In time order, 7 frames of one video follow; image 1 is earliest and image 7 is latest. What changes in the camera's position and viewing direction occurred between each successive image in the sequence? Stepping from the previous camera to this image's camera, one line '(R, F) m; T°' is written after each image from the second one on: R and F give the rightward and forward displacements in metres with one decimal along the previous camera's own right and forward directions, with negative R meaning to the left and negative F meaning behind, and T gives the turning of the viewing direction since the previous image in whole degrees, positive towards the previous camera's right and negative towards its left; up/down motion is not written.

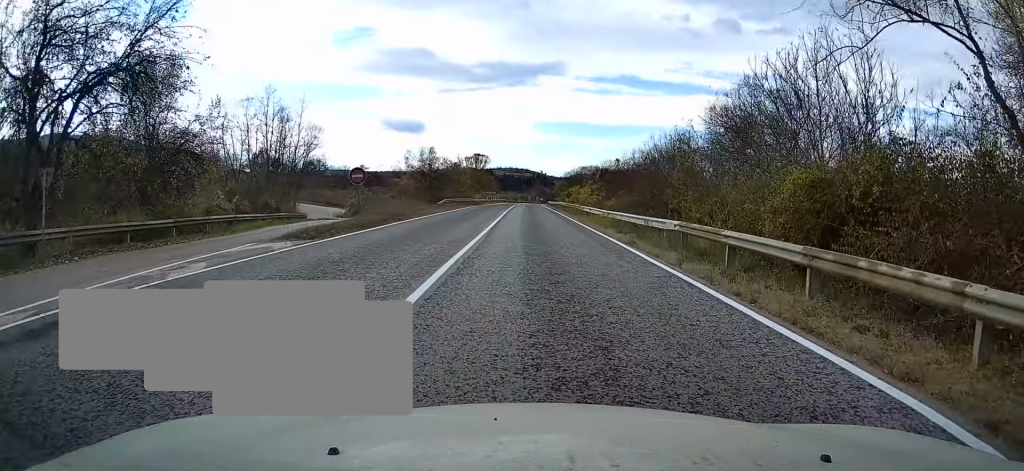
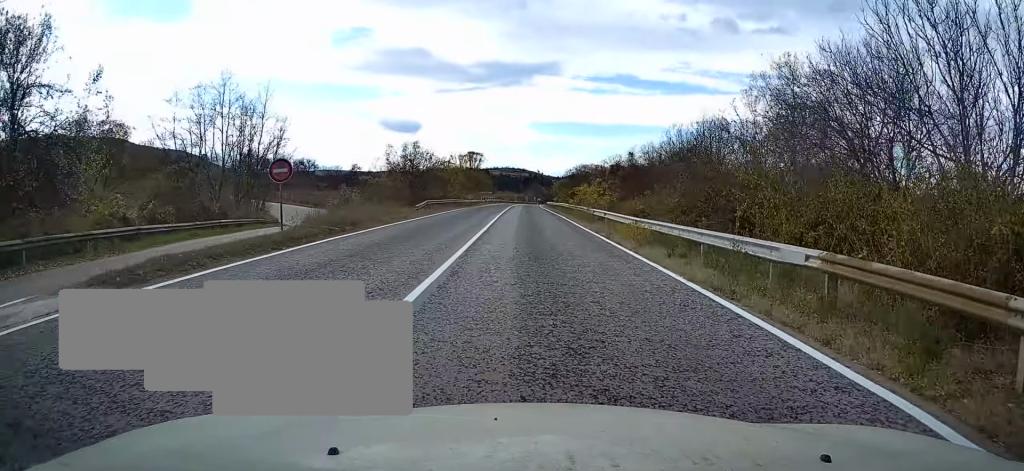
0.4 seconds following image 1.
(-0.1, +8.1) m; 0°
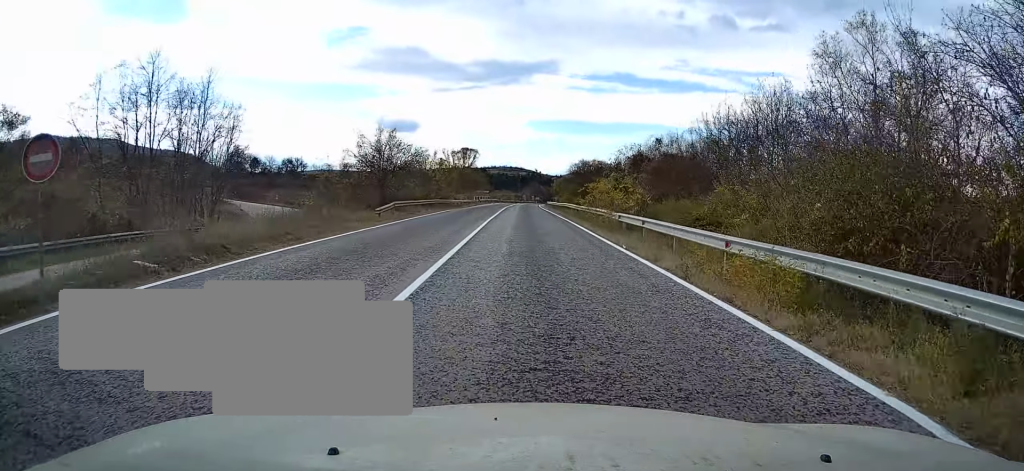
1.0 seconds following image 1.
(+0.1, +10.2) m; +1°
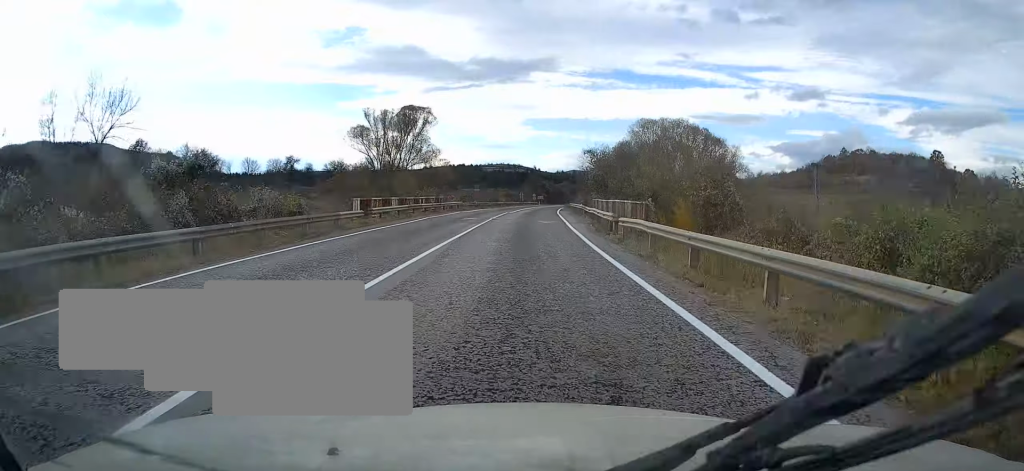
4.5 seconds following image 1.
(+1.8, +67.2) m; +2°
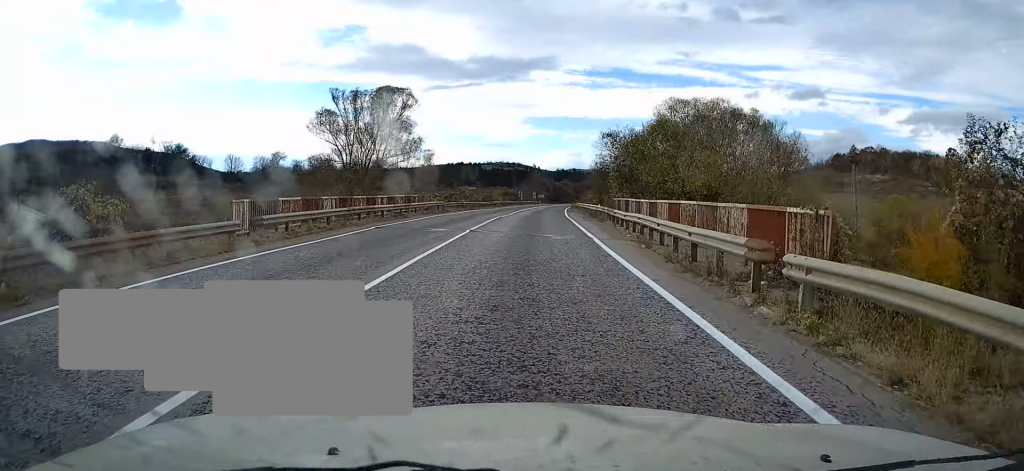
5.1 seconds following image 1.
(+0.3, +12.5) m; 0°
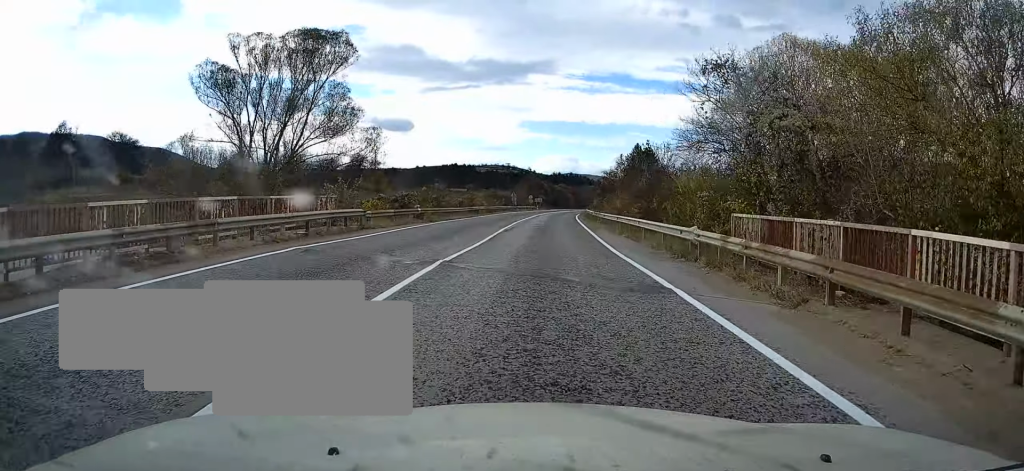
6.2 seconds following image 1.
(-0.1, +22.2) m; -1°
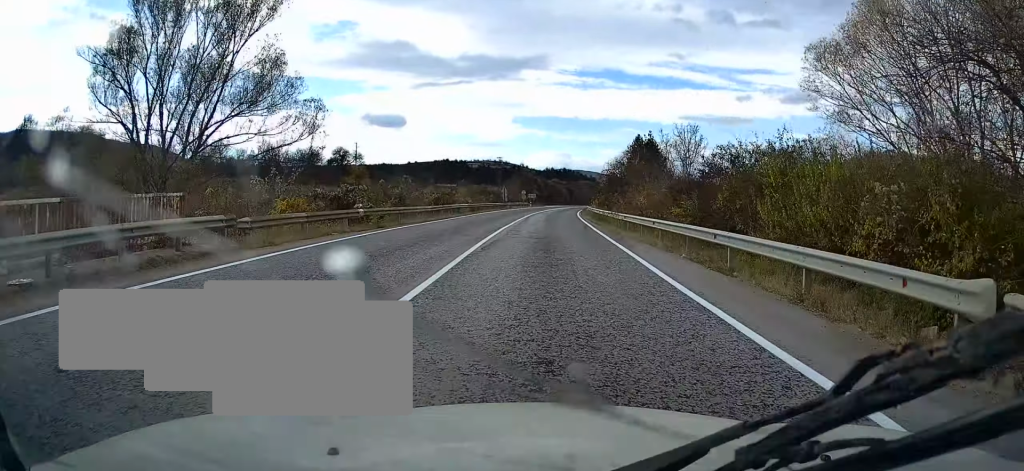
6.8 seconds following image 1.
(0.0, +11.0) m; 0°
